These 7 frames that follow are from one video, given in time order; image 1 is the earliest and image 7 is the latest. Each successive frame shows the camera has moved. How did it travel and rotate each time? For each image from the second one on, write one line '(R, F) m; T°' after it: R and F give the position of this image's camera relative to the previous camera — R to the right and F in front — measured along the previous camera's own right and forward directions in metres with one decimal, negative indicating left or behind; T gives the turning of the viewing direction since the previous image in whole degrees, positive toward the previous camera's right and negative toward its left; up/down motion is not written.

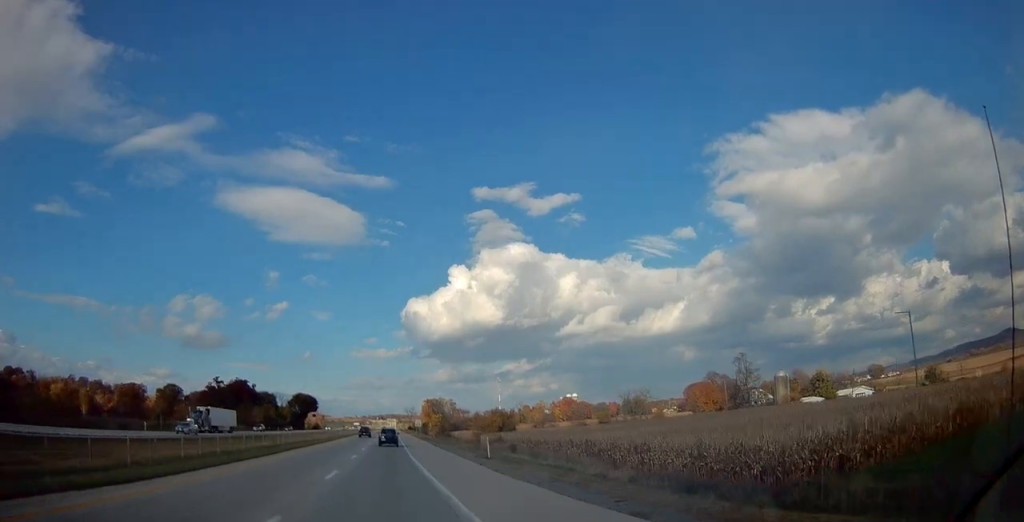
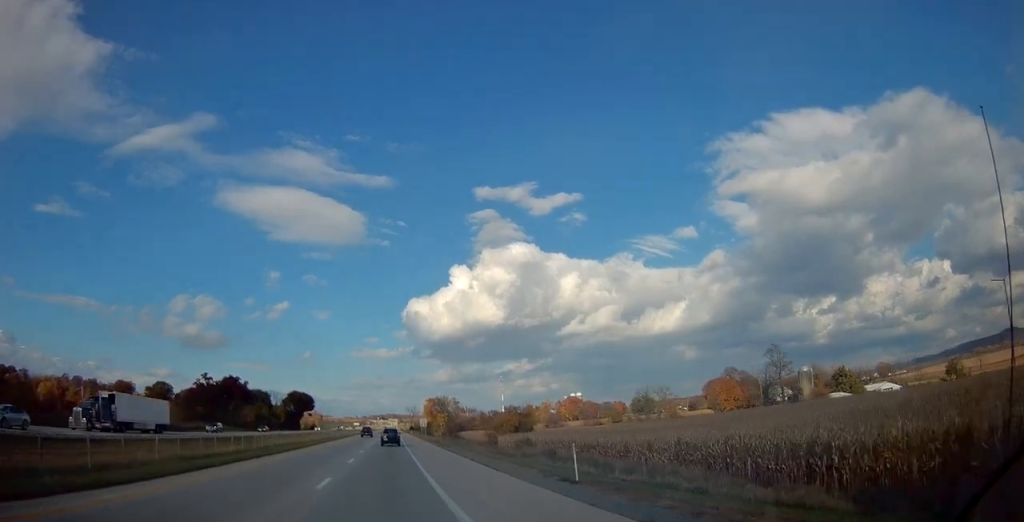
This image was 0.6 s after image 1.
(0.0, +16.0) m; 0°
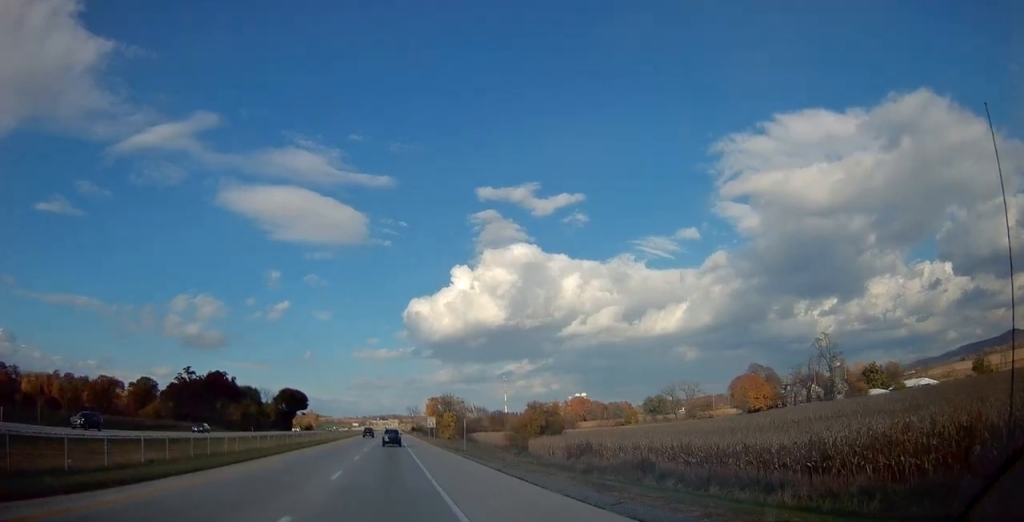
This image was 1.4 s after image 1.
(0.0, +20.4) m; 0°
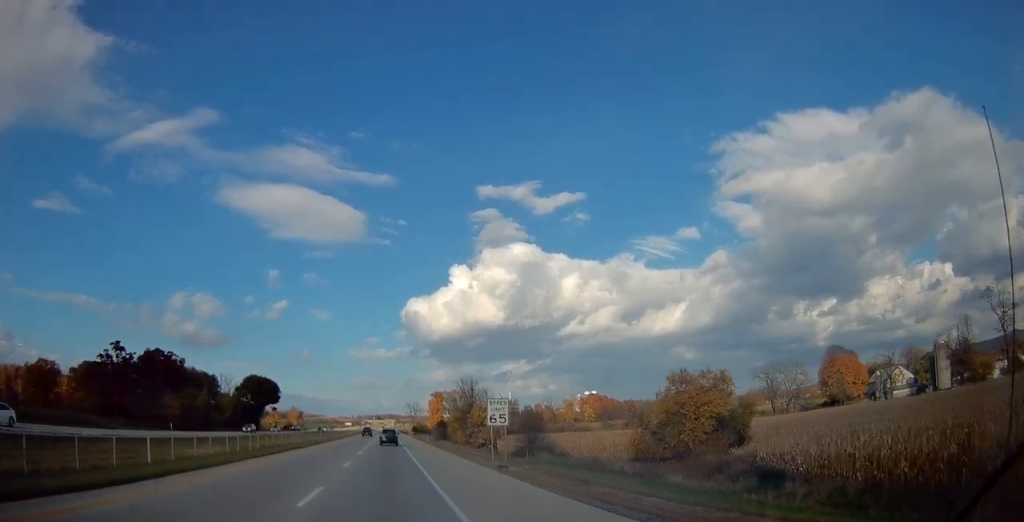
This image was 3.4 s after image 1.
(0.0, +55.0) m; 0°
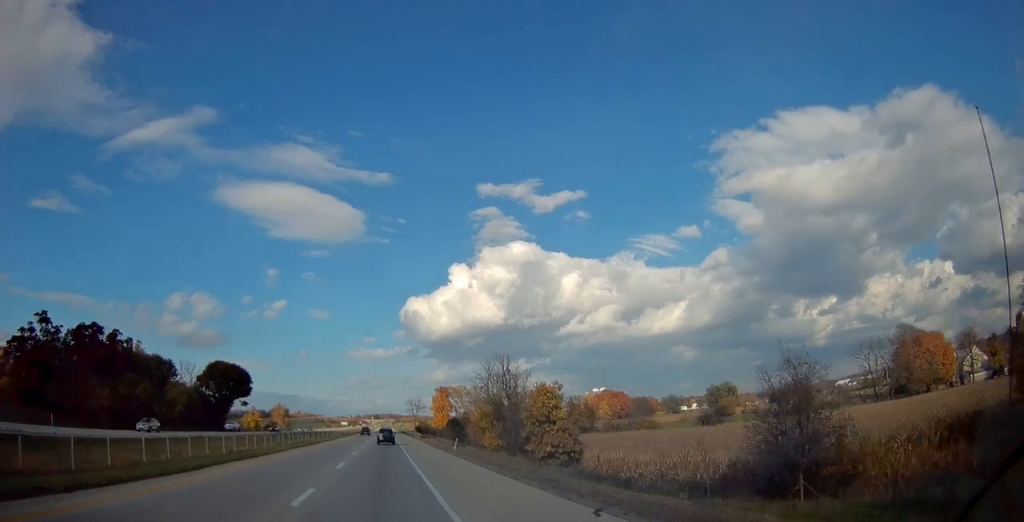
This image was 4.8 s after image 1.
(0.0, +37.3) m; 0°
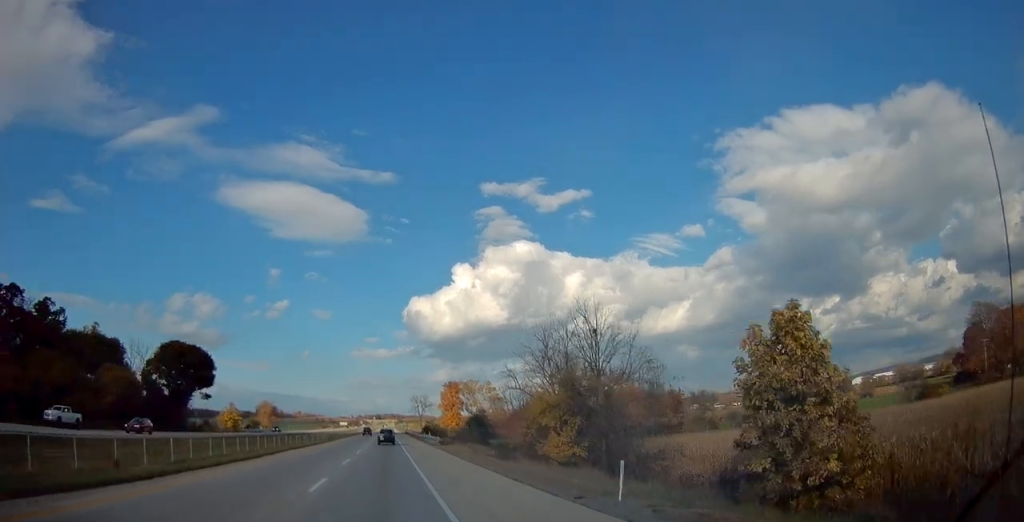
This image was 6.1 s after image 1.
(+0.2, +33.8) m; 0°
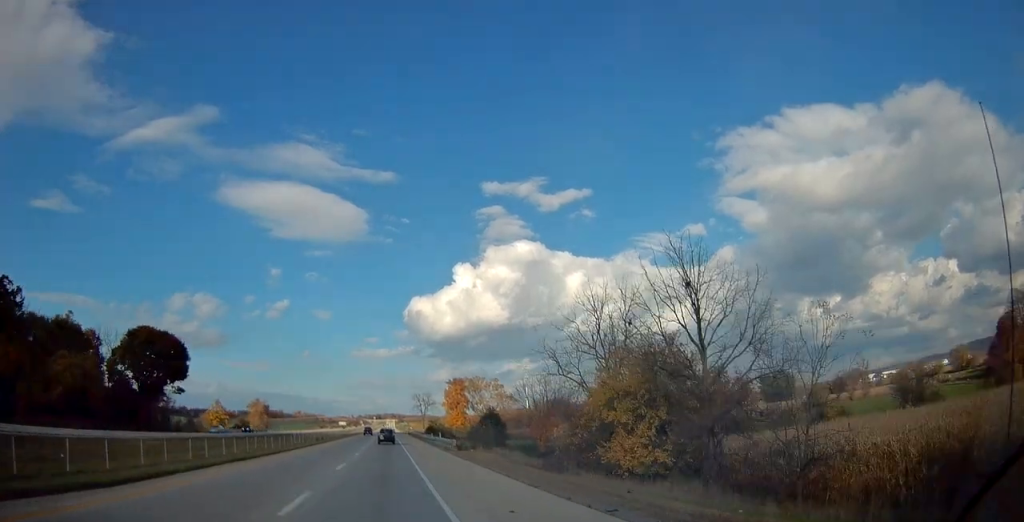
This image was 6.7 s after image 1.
(-0.2, +16.0) m; 0°
